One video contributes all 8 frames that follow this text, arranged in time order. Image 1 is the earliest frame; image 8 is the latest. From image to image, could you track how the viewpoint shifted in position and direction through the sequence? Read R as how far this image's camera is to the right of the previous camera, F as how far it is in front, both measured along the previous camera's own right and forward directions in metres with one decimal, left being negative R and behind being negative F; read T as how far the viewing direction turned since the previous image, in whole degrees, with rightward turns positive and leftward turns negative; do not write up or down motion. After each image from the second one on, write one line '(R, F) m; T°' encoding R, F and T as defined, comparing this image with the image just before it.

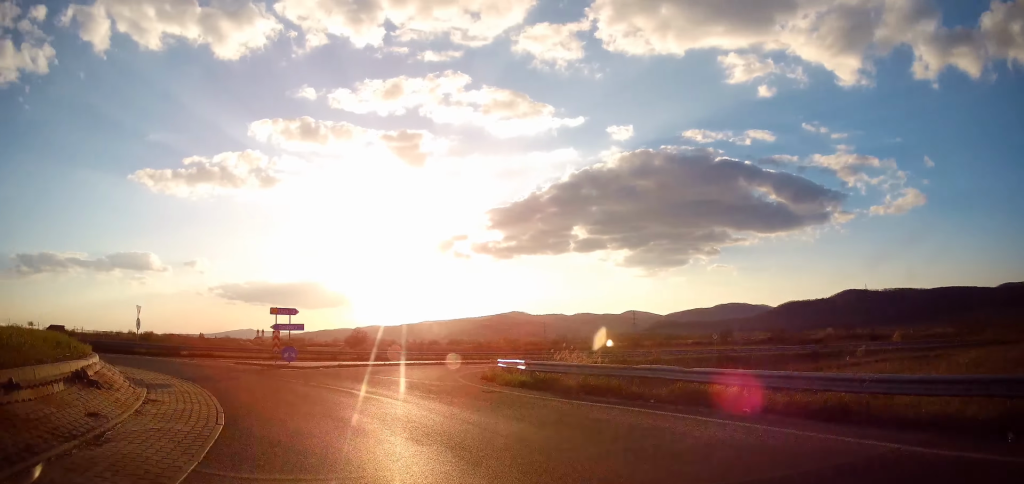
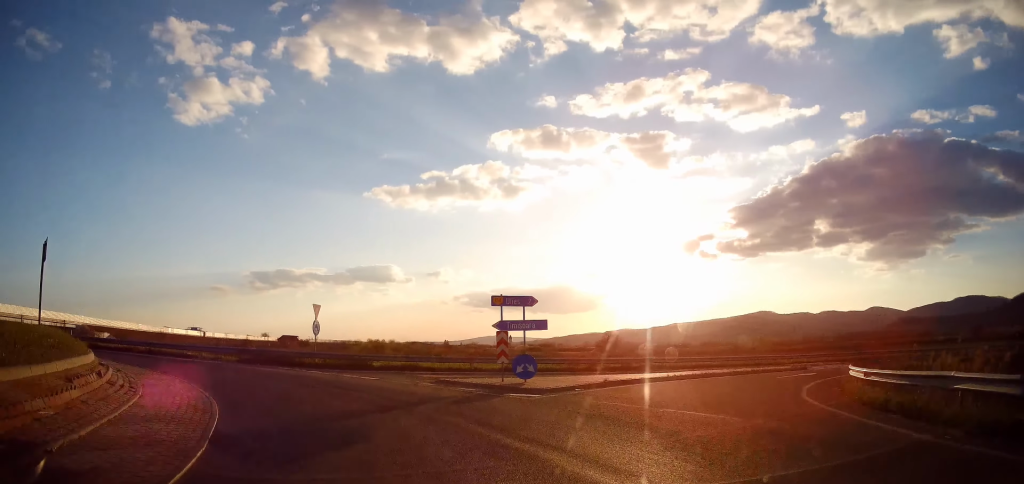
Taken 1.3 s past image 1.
(-2.5, +9.9) m; -32°
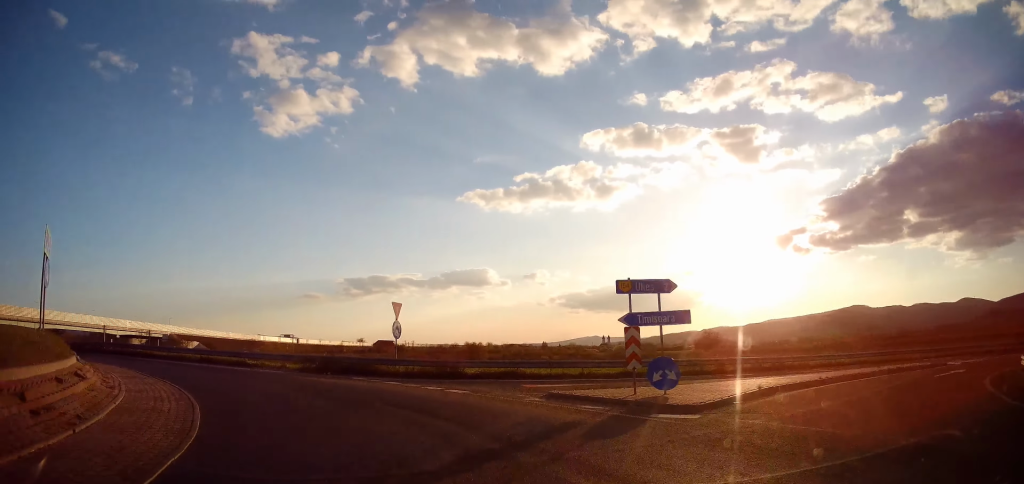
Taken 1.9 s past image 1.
(-0.9, +4.2) m; -11°
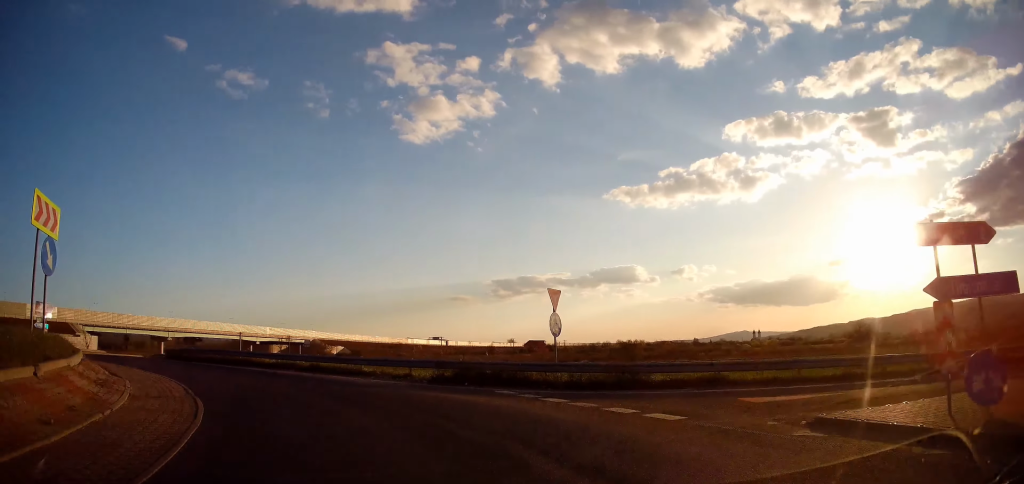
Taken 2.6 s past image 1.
(-0.7, +5.4) m; -14°
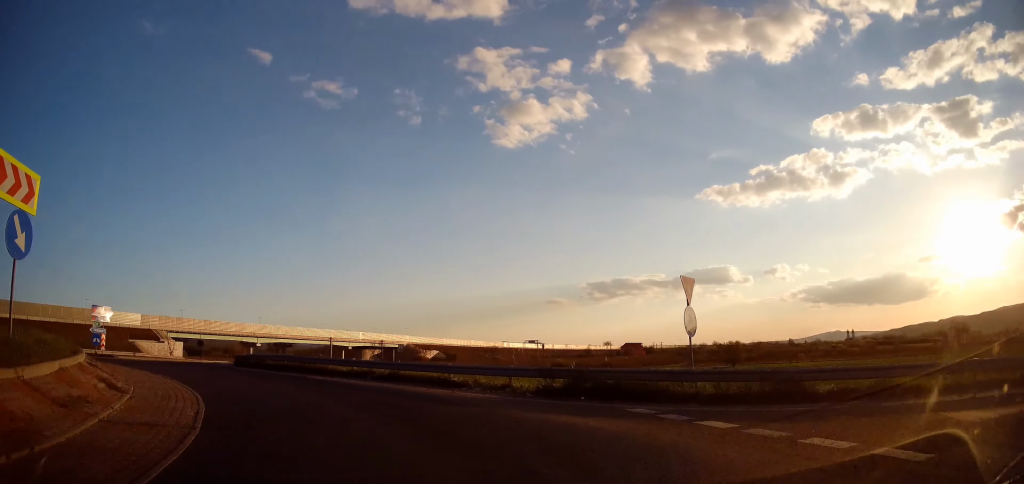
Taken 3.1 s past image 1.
(0.0, +3.4) m; -8°
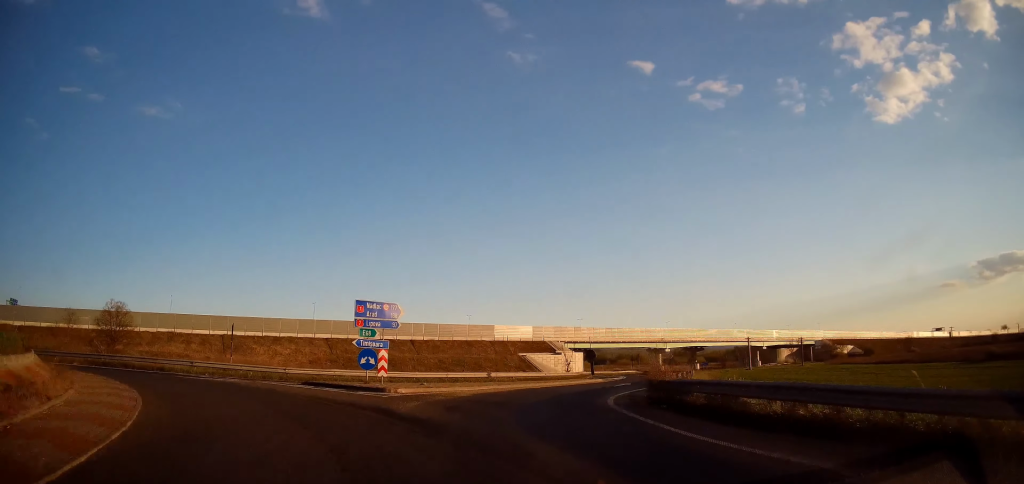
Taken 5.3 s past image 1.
(-7.2, +15.2) m; -47°
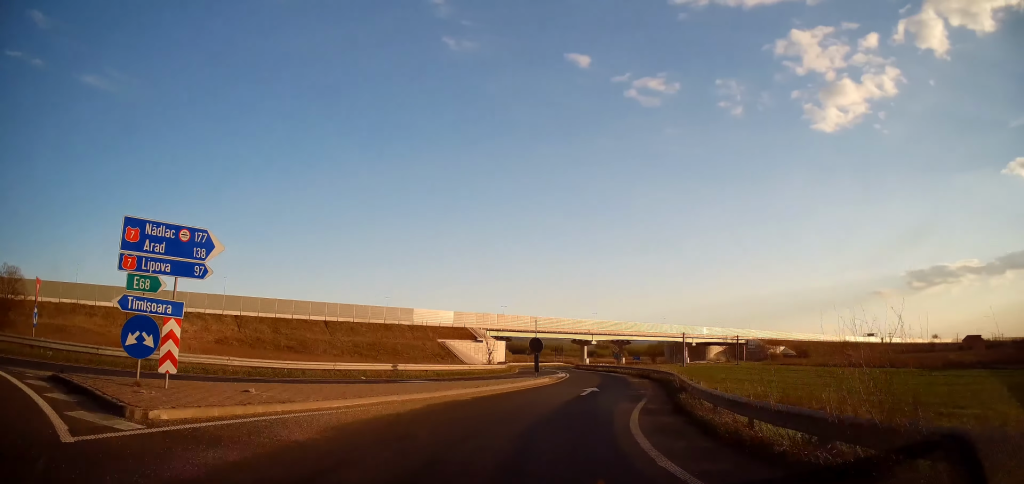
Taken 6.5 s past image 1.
(-1.2, +10.0) m; -5°
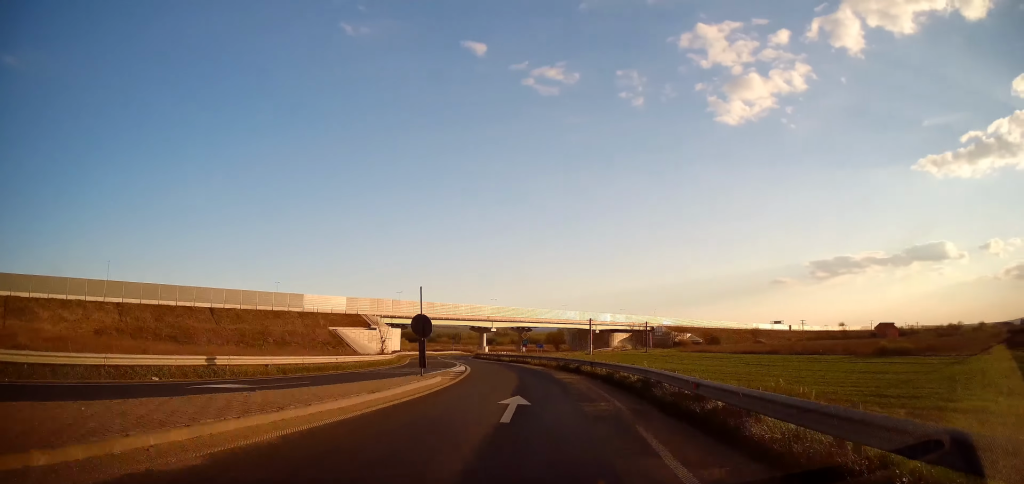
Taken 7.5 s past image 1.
(+0.2, +9.2) m; +8°
